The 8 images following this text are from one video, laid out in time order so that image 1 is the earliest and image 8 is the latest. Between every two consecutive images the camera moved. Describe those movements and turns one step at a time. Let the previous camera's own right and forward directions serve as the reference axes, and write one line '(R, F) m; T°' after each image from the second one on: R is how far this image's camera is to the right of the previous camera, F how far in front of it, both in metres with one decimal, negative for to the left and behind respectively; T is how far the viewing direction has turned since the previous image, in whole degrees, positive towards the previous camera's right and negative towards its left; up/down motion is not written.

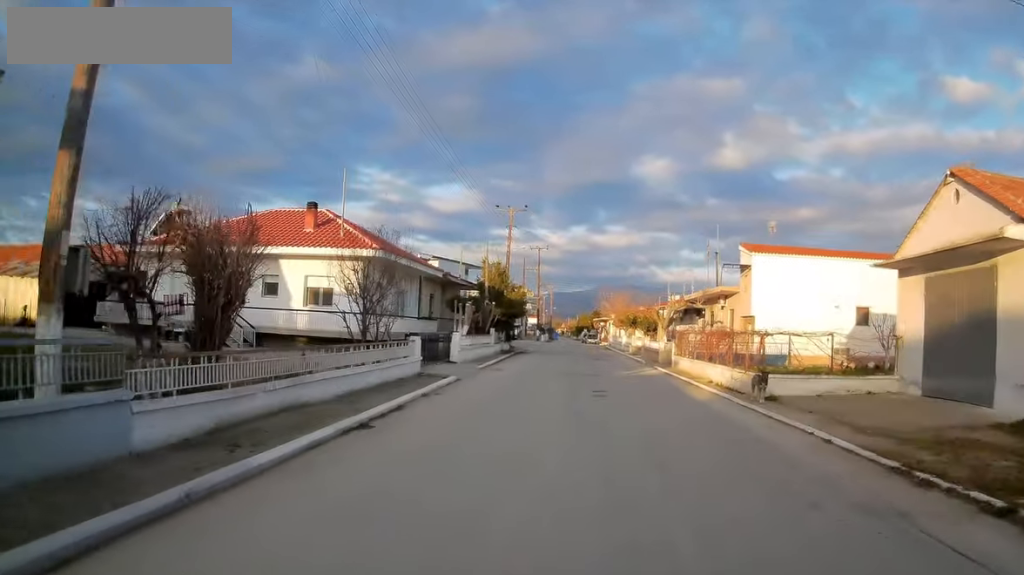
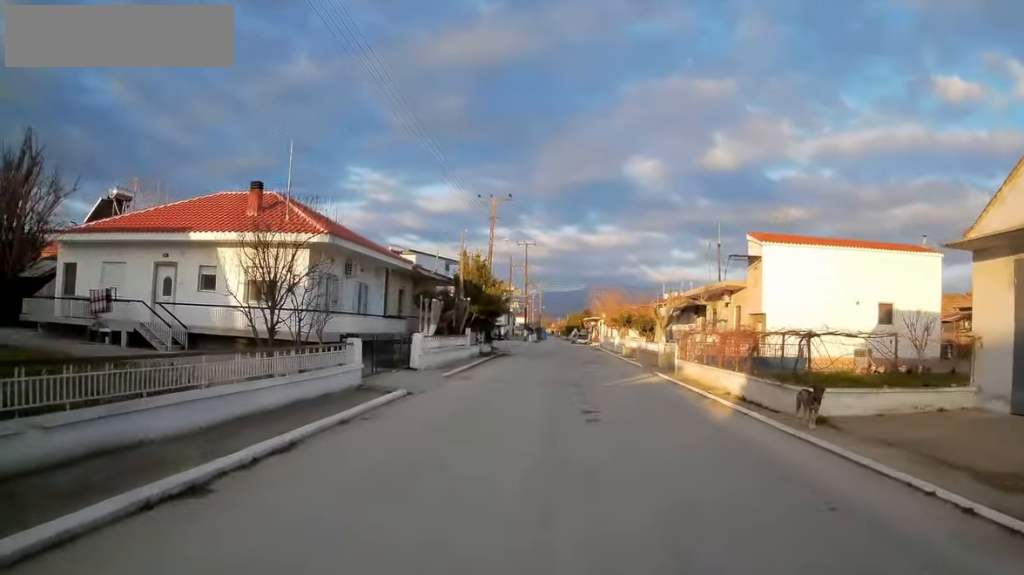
(-0.3, +4.5) m; +2°
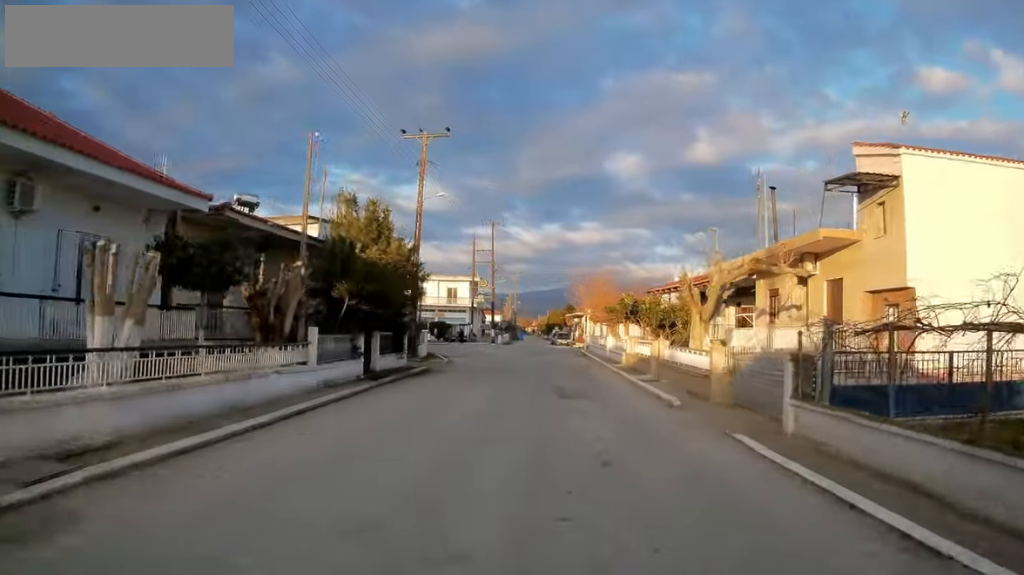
(+1.6, +16.8) m; +6°
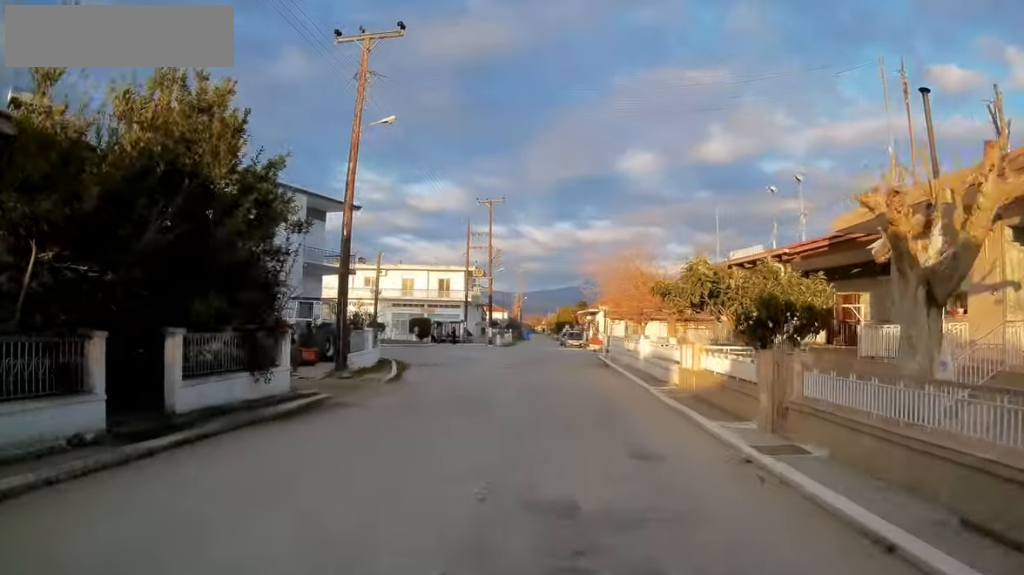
(-0.6, +11.8) m; -4°
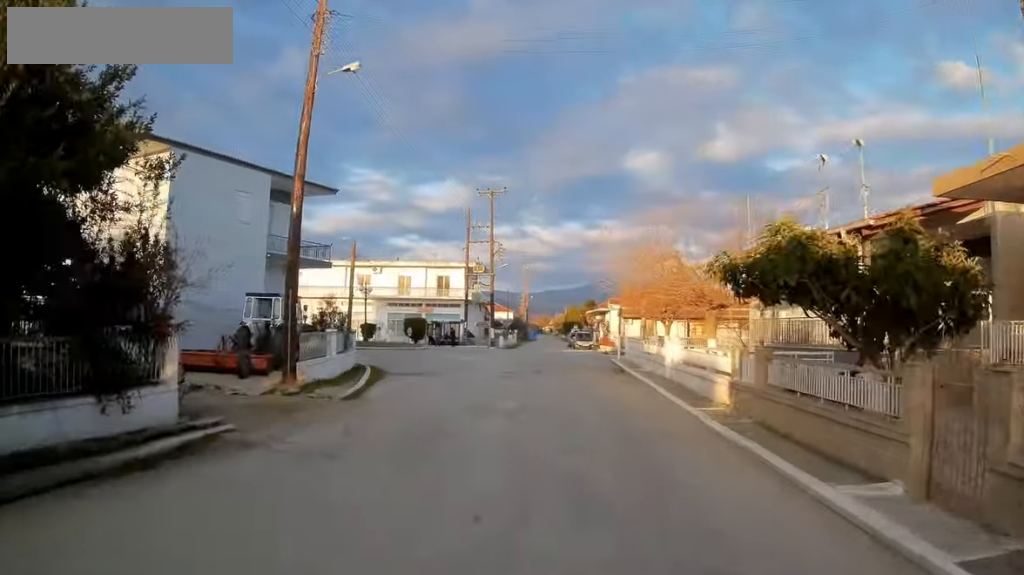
(-0.1, +4.9) m; +2°
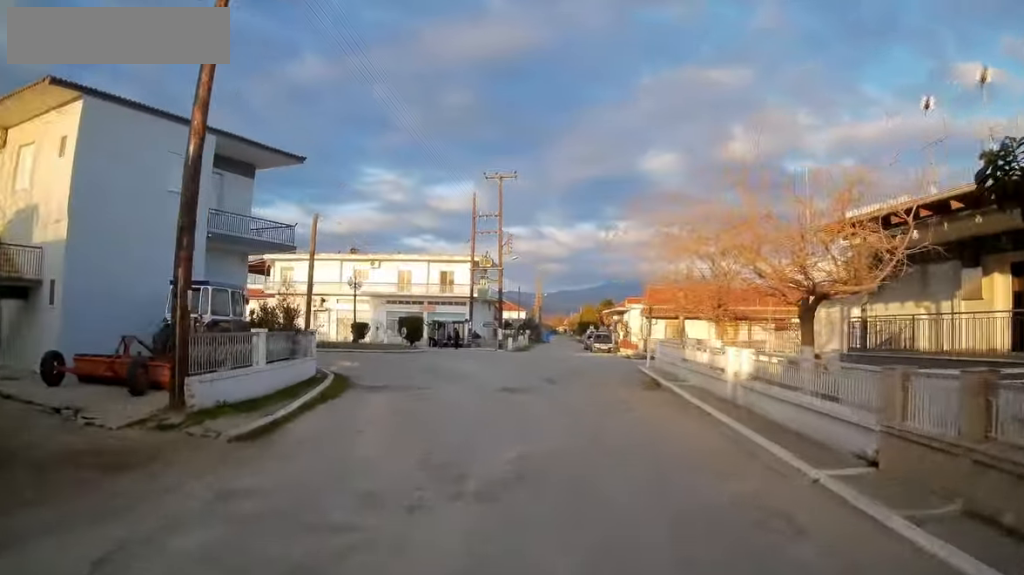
(+0.3, +6.1) m; +1°
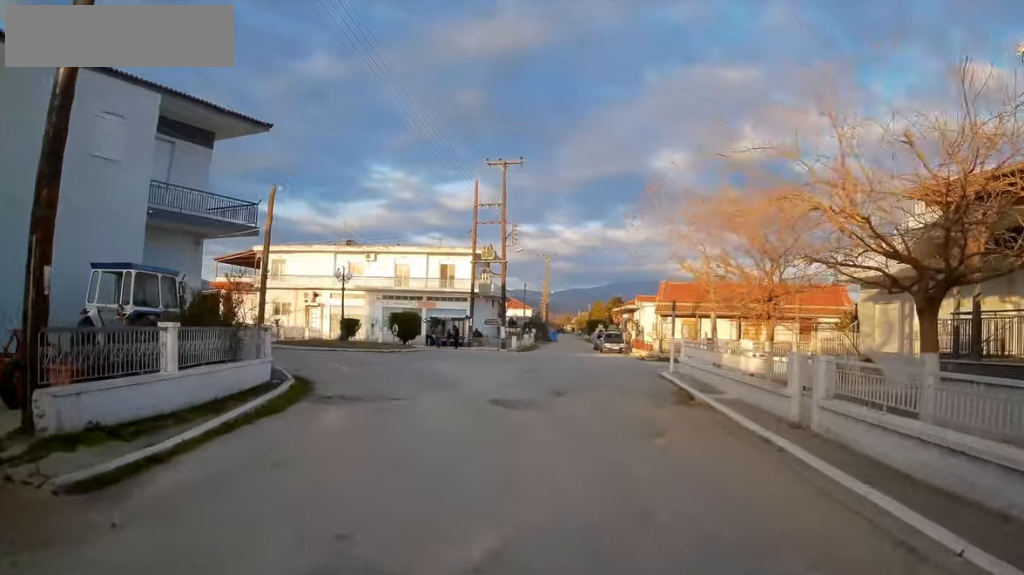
(+0.1, +4.0) m; 0°
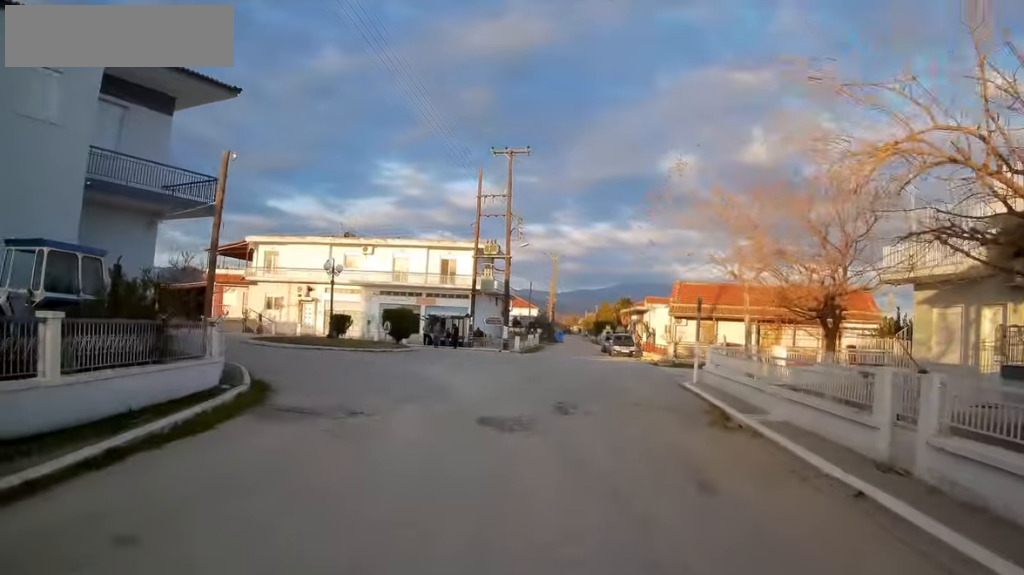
(-0.2, +3.1) m; -2°
